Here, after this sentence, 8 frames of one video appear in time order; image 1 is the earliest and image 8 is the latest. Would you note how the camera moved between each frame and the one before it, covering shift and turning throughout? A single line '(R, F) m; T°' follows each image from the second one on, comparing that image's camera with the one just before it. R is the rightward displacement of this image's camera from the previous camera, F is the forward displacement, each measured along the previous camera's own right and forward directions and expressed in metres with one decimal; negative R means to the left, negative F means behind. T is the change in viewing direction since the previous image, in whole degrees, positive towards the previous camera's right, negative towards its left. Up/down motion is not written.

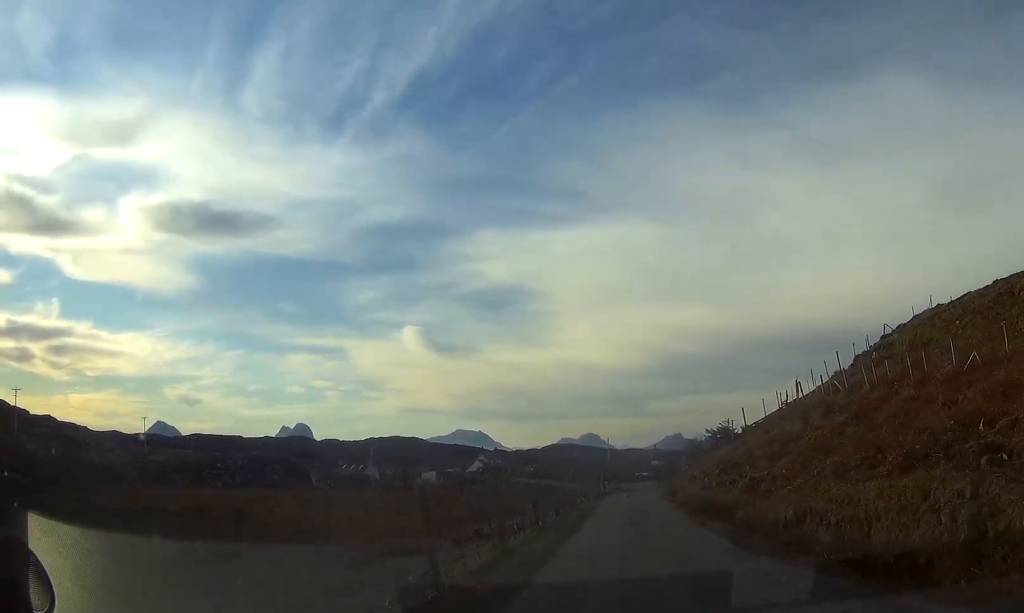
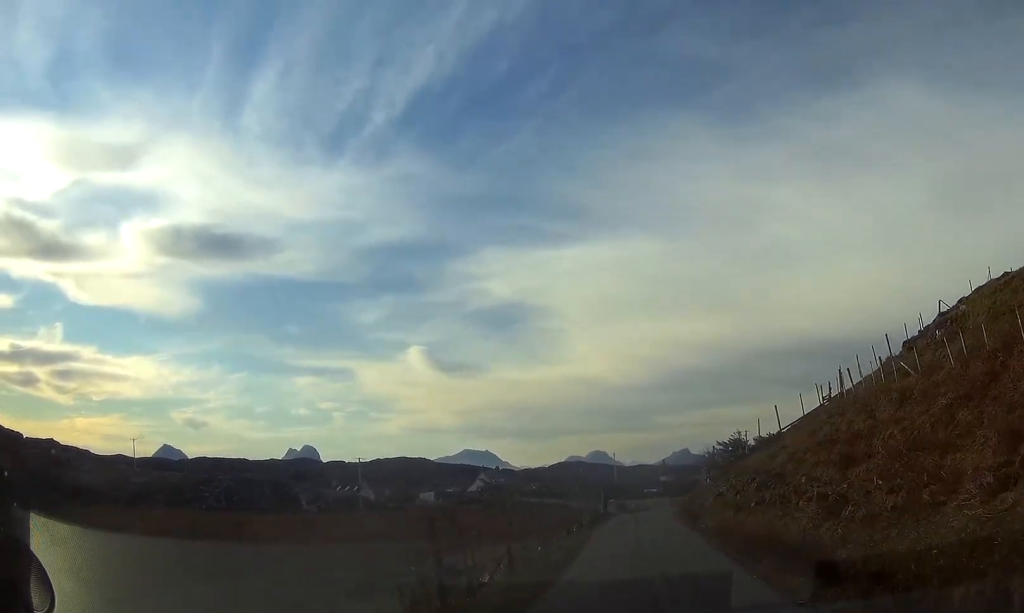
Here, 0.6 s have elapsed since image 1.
(0.0, +8.6) m; 0°
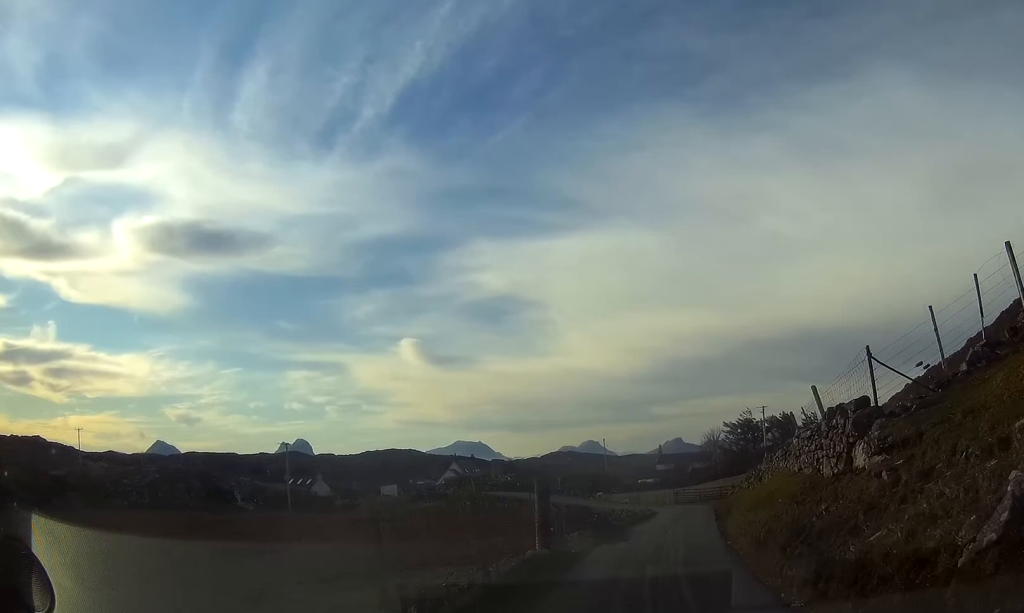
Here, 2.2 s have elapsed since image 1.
(0.0, +22.6) m; +1°
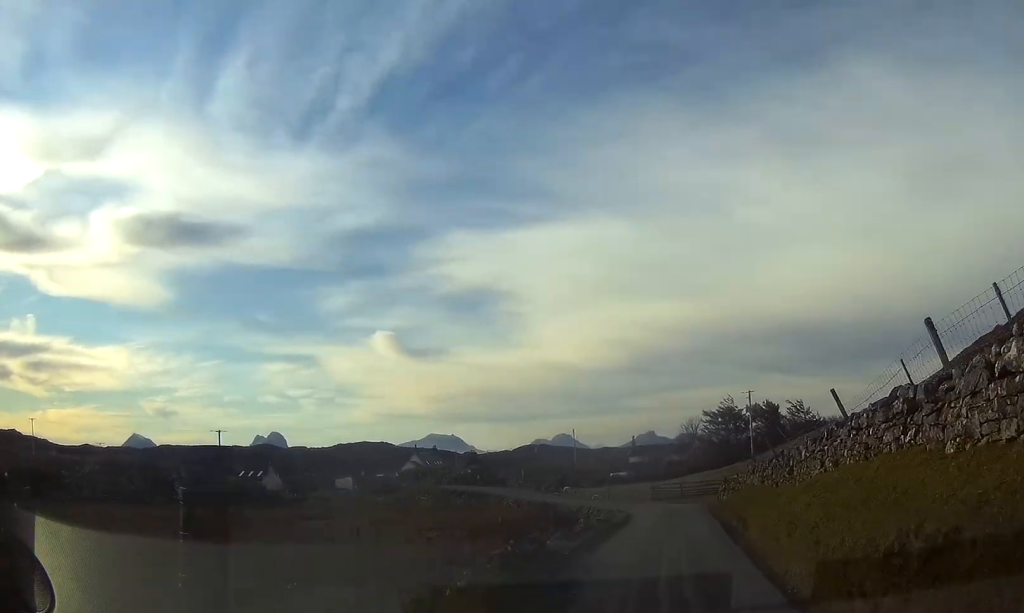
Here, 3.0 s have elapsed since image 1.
(+0.1, +10.3) m; +2°
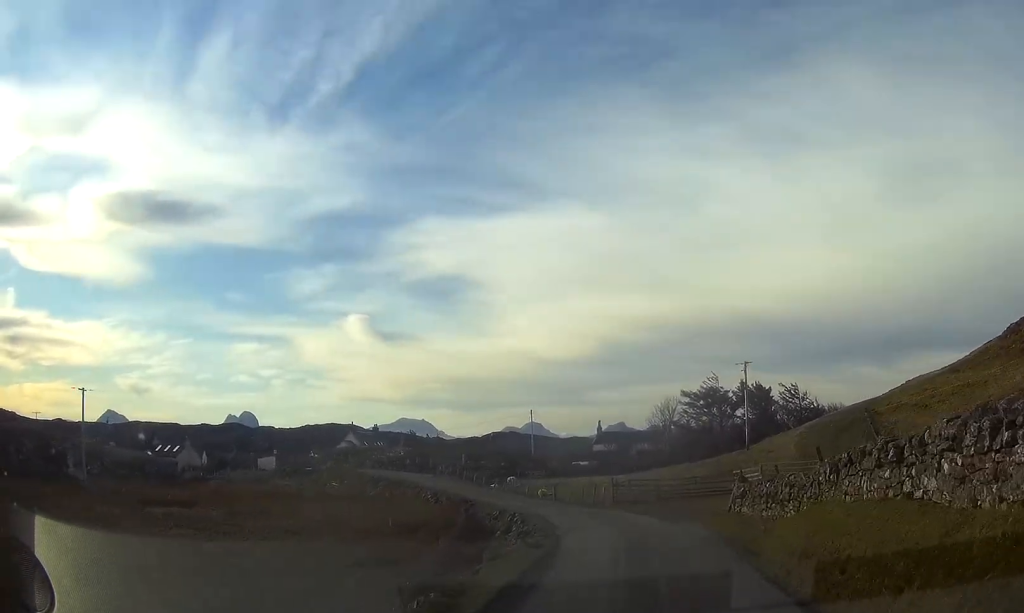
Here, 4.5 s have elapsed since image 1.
(+0.3, +19.2) m; -1°
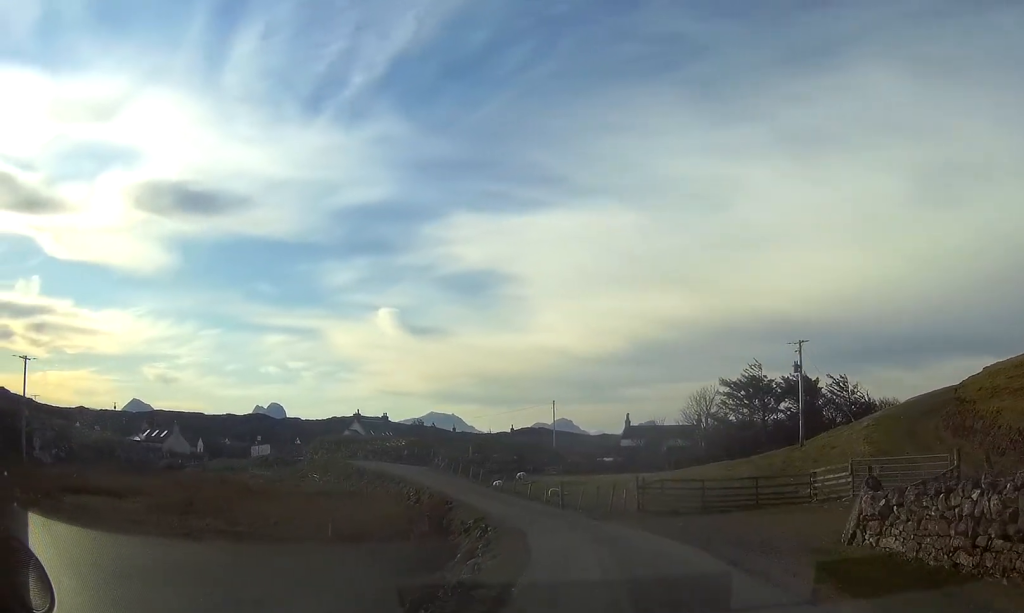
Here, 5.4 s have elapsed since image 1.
(-0.2, +11.5) m; -4°
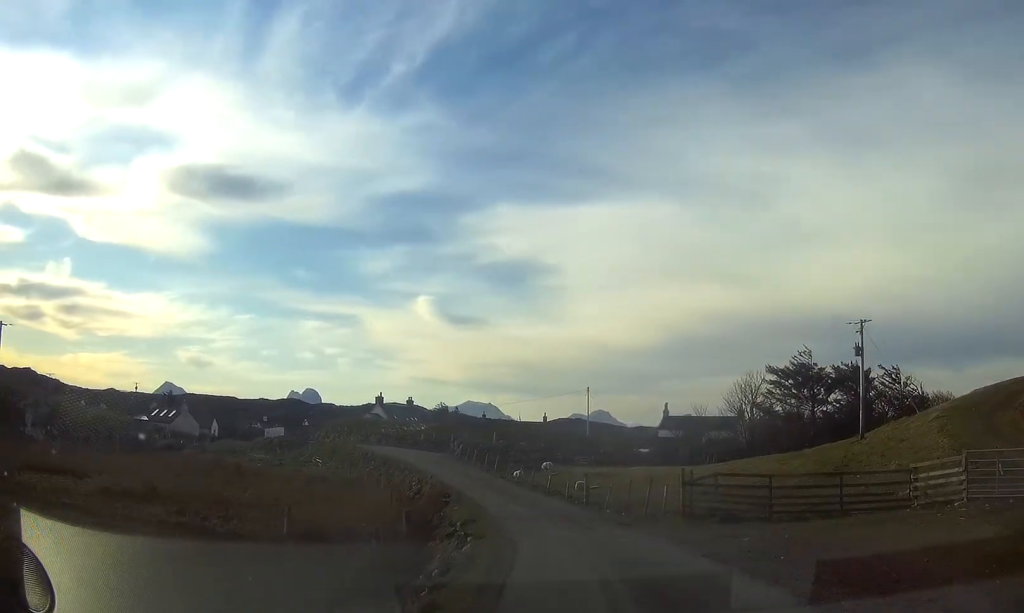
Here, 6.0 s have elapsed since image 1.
(0.0, +6.8) m; -3°
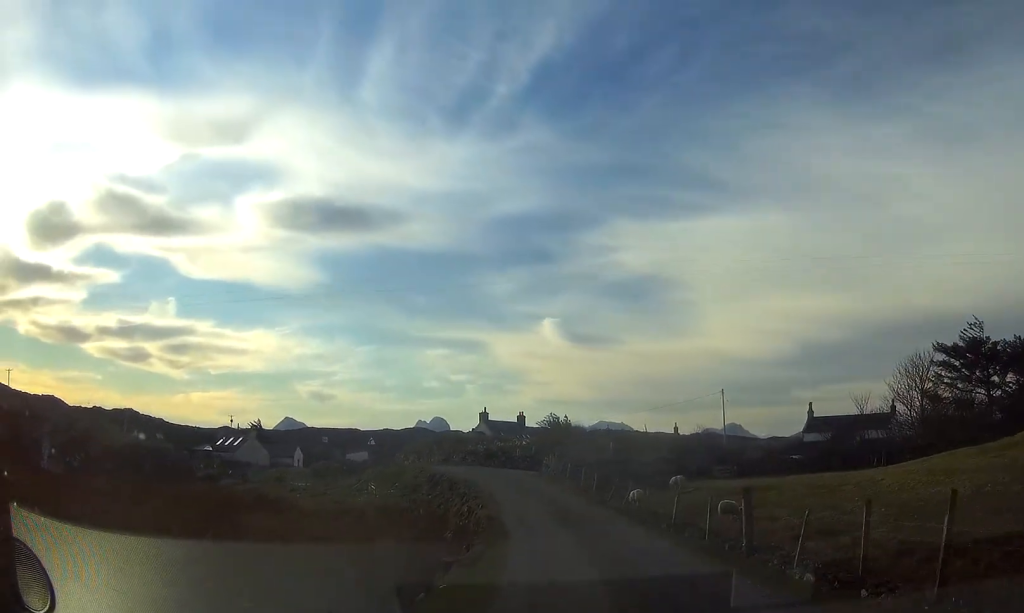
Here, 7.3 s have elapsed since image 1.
(-1.1, +15.0) m; -8°
